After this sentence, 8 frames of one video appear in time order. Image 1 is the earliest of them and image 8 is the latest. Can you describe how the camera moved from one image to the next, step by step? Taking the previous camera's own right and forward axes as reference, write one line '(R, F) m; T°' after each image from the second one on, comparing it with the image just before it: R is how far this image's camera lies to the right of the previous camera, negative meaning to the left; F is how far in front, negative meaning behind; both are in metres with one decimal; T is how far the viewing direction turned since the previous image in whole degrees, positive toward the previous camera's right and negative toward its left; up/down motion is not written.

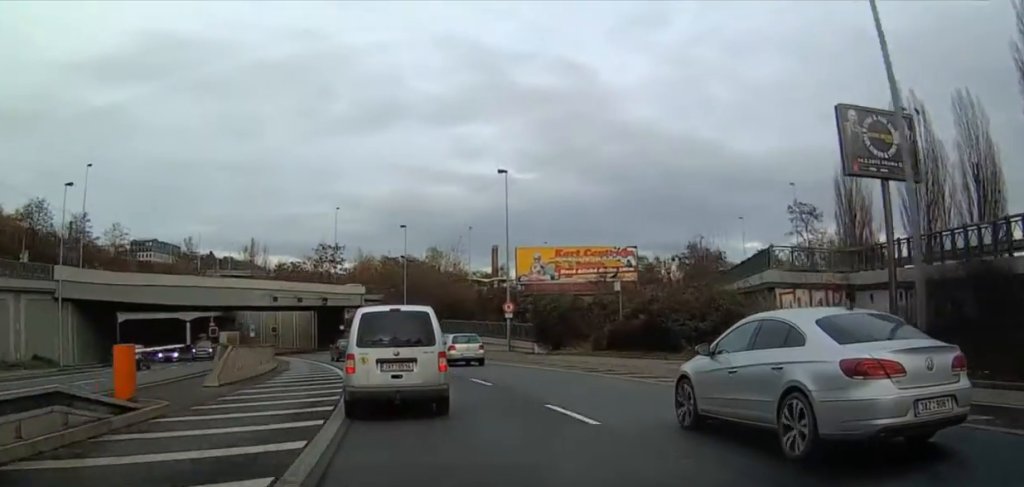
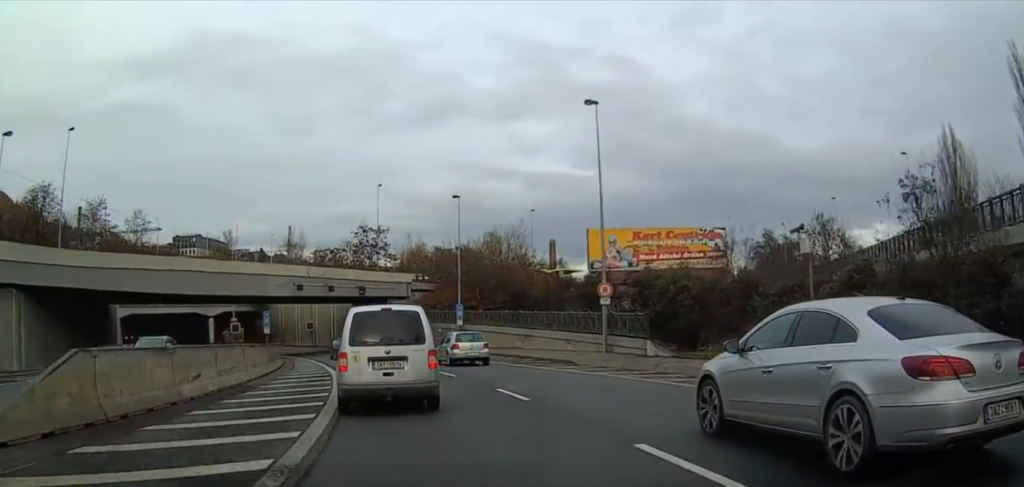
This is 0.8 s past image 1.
(-1.2, +13.6) m; -5°
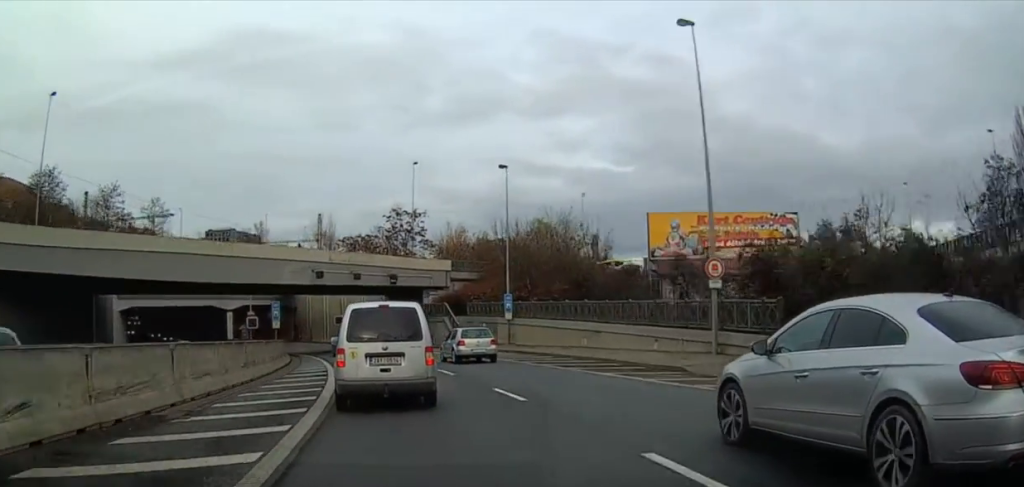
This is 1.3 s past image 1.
(-0.3, +9.2) m; -3°
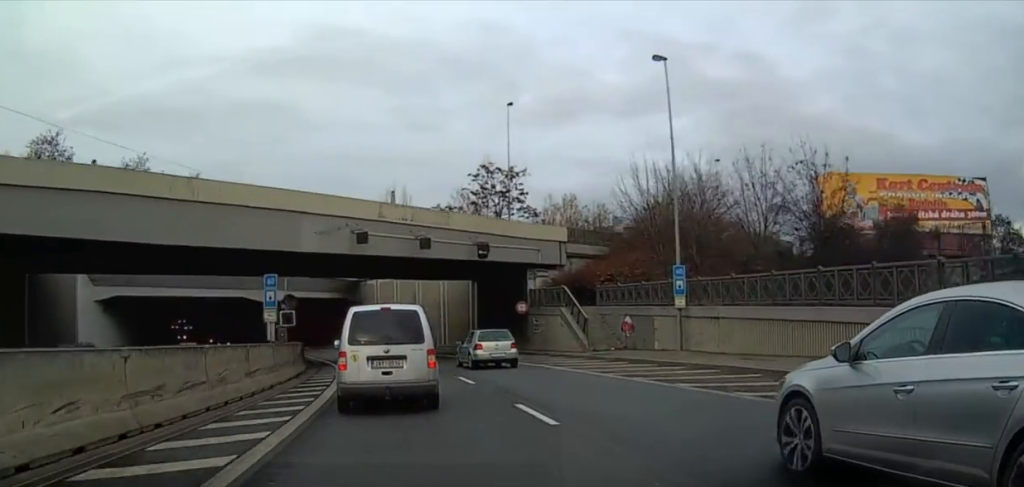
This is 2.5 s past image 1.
(-1.1, +20.4) m; -8°
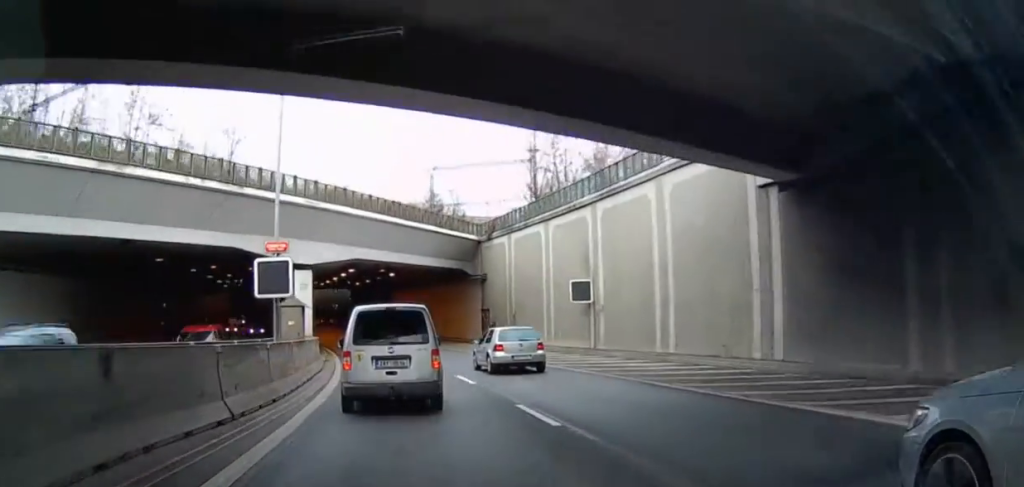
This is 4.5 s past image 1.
(-2.8, +35.0) m; -8°
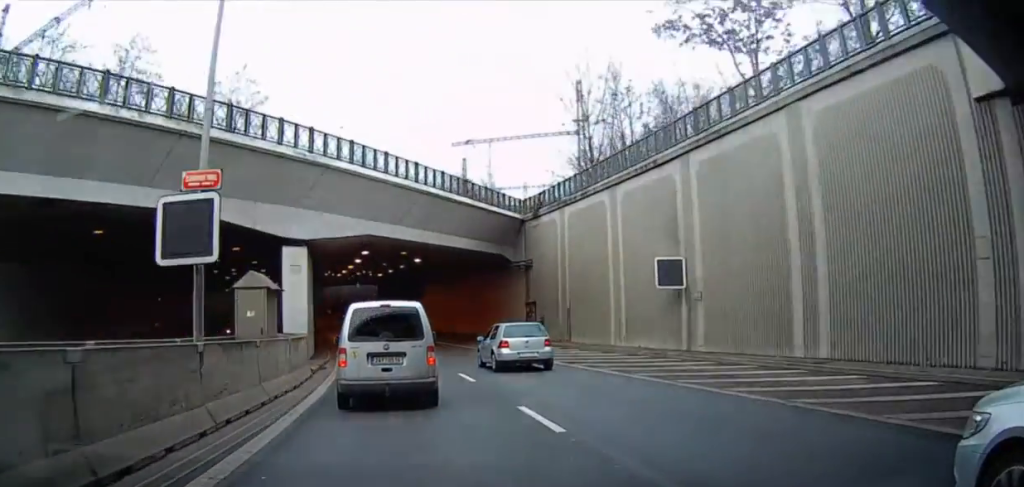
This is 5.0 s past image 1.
(-0.5, +9.5) m; -3°
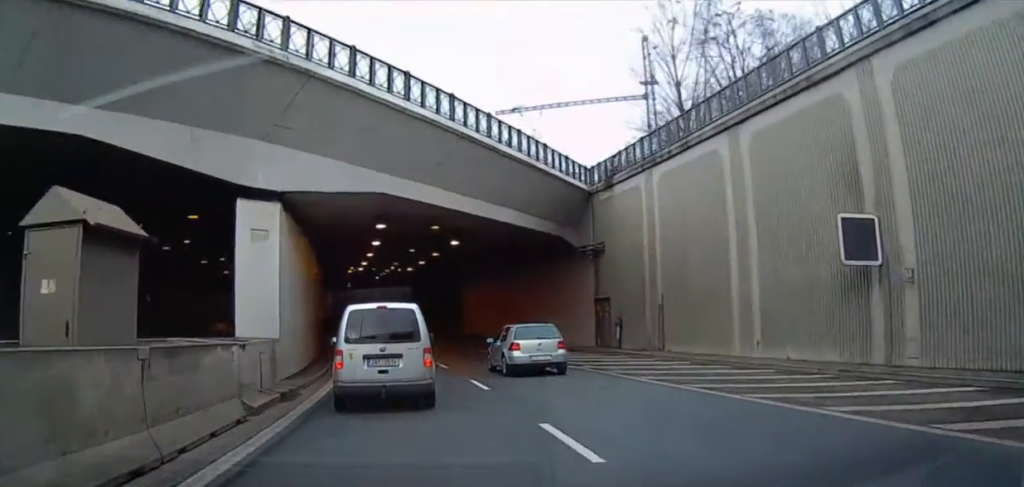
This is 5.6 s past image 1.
(-0.1, +10.6) m; -5°
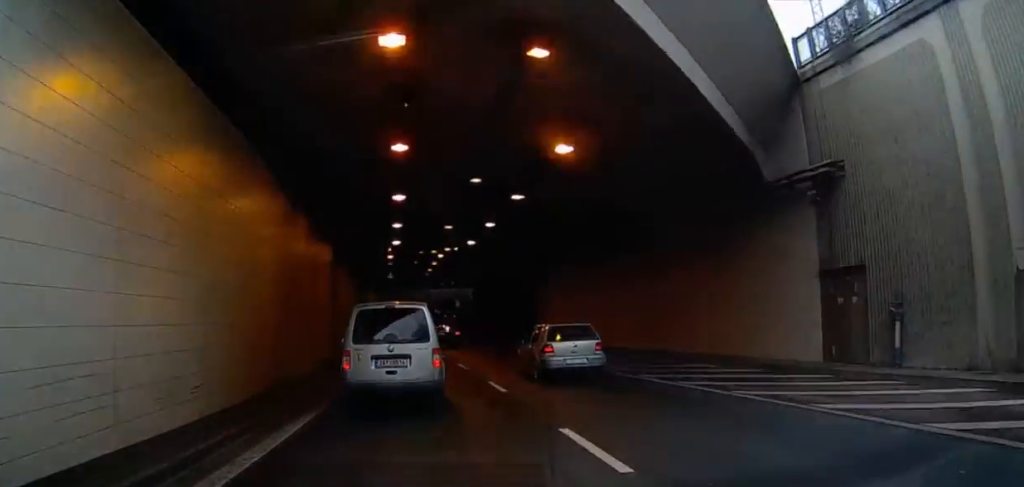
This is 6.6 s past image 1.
(-1.2, +17.3) m; -6°
